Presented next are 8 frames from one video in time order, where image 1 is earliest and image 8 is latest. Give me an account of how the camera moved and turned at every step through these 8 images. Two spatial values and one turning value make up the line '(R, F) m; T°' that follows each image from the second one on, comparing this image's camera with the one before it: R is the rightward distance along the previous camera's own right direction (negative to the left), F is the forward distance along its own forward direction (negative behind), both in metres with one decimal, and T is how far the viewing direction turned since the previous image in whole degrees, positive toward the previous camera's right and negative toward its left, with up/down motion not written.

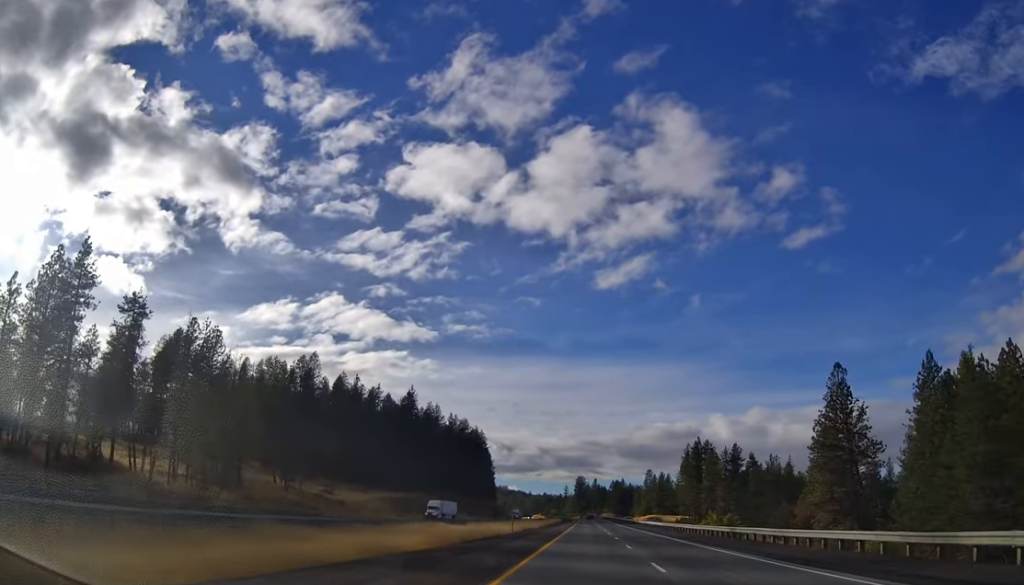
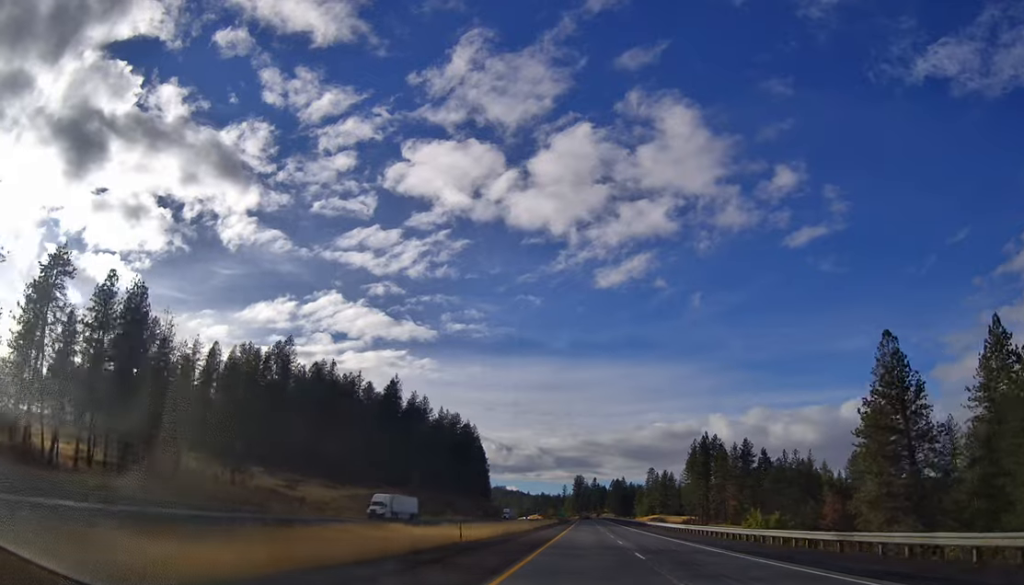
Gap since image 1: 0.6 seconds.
(-0.1, +20.0) m; 0°
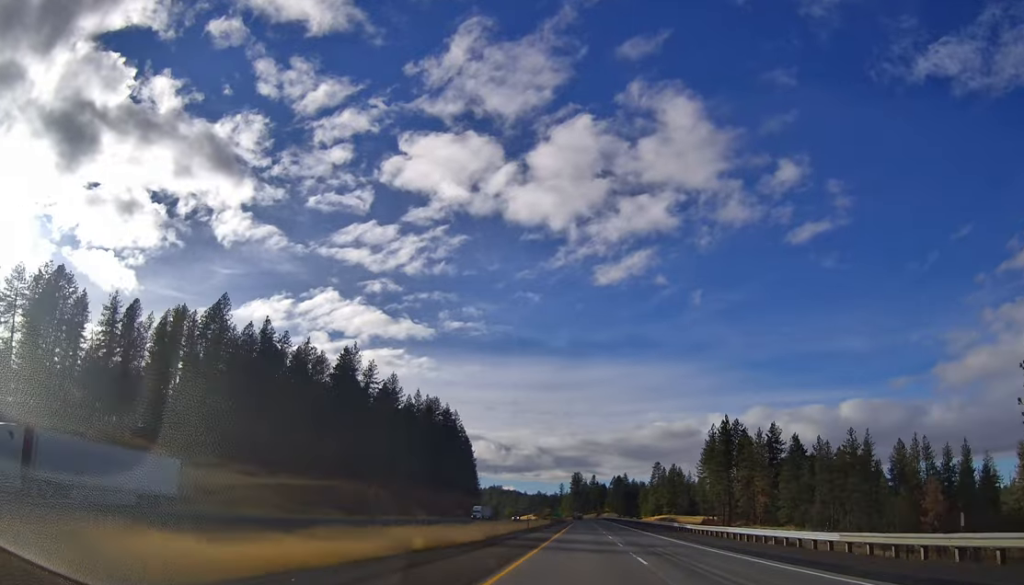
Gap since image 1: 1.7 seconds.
(-0.1, +42.2) m; 0°
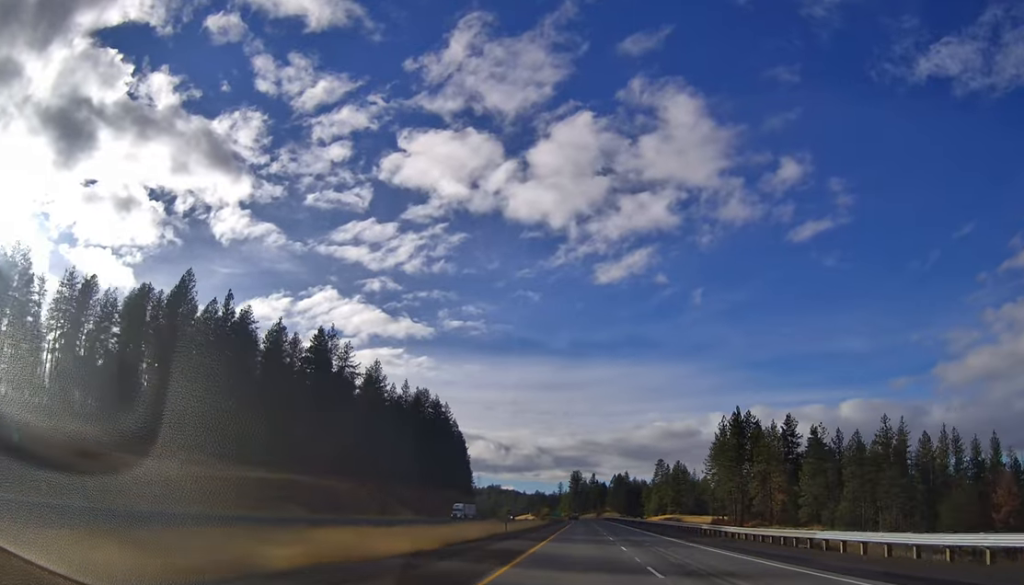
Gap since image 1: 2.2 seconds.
(0.0, +18.7) m; 0°
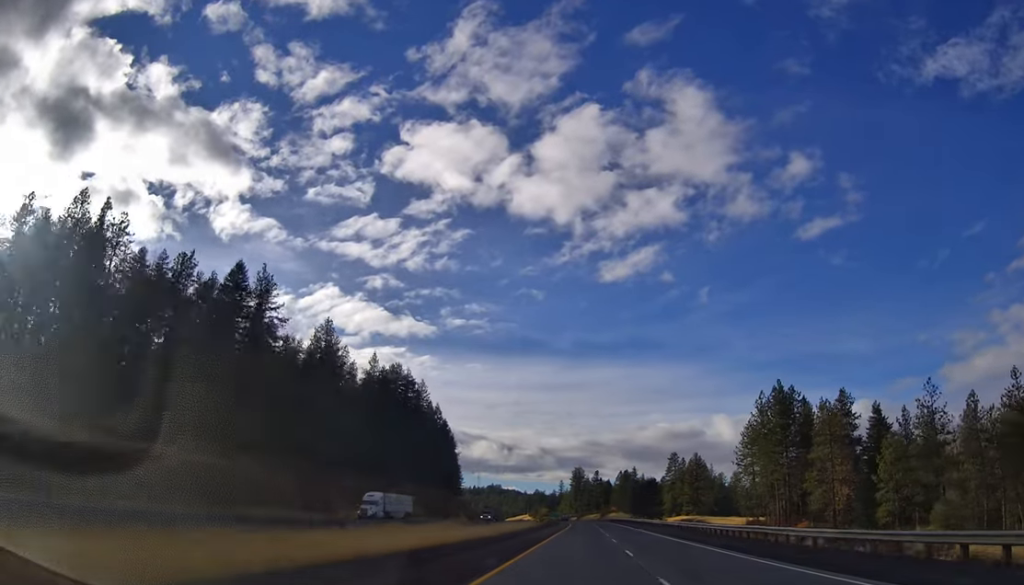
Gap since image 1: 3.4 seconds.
(+0.1, +47.5) m; 0°
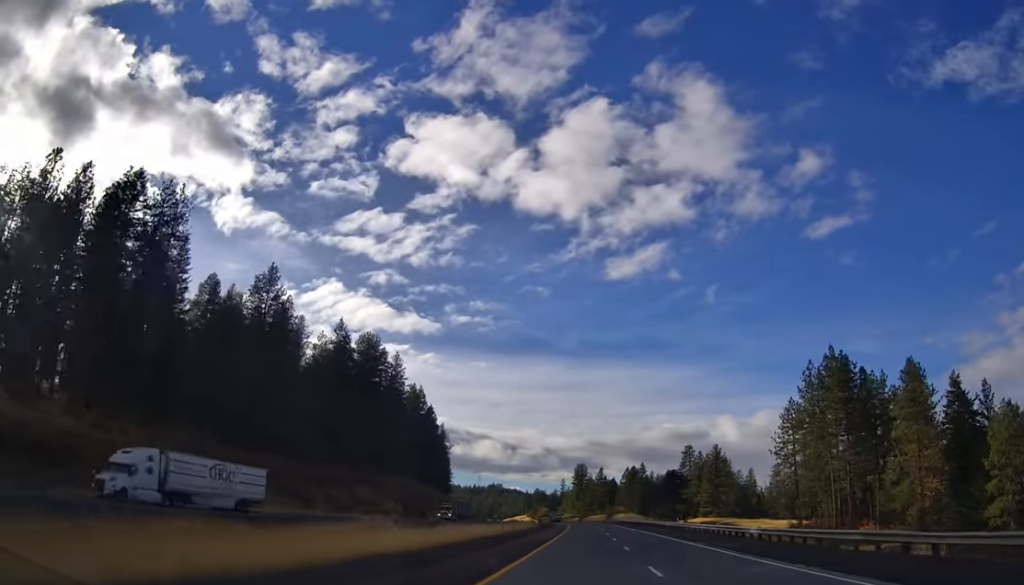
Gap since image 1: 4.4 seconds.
(0.0, +38.7) m; 0°
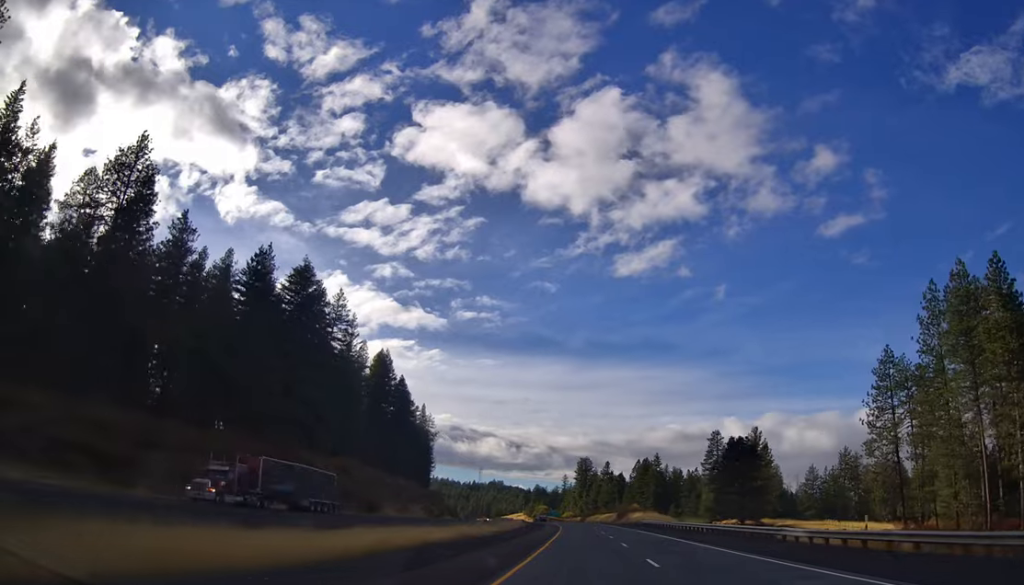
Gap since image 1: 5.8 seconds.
(-0.3, +49.8) m; 0°
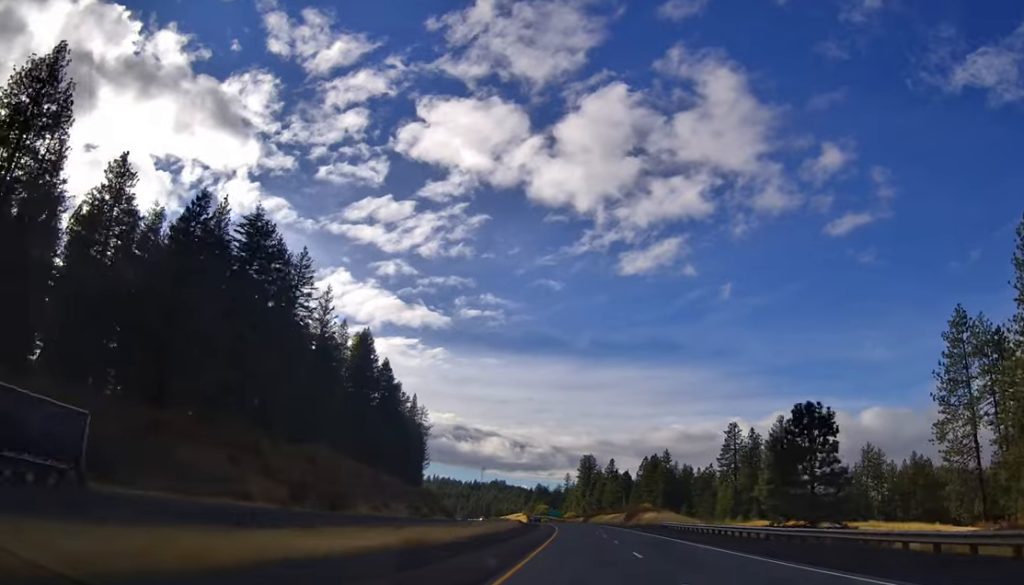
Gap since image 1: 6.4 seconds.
(+0.1, +20.3) m; 0°
